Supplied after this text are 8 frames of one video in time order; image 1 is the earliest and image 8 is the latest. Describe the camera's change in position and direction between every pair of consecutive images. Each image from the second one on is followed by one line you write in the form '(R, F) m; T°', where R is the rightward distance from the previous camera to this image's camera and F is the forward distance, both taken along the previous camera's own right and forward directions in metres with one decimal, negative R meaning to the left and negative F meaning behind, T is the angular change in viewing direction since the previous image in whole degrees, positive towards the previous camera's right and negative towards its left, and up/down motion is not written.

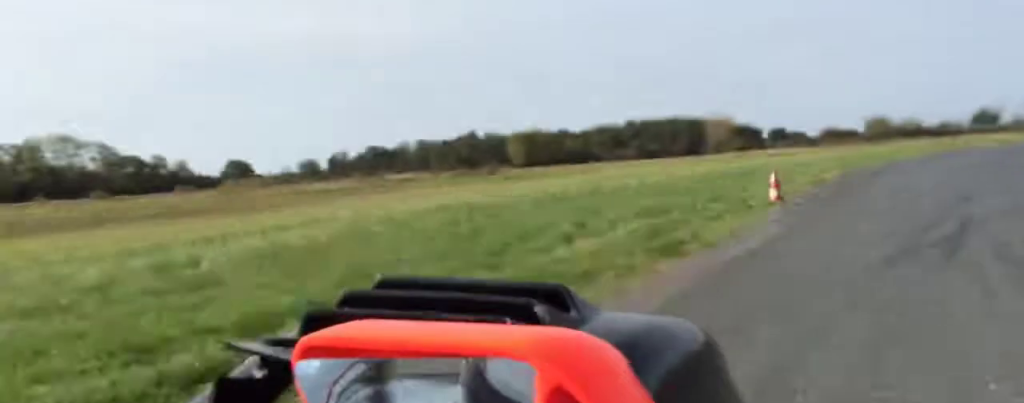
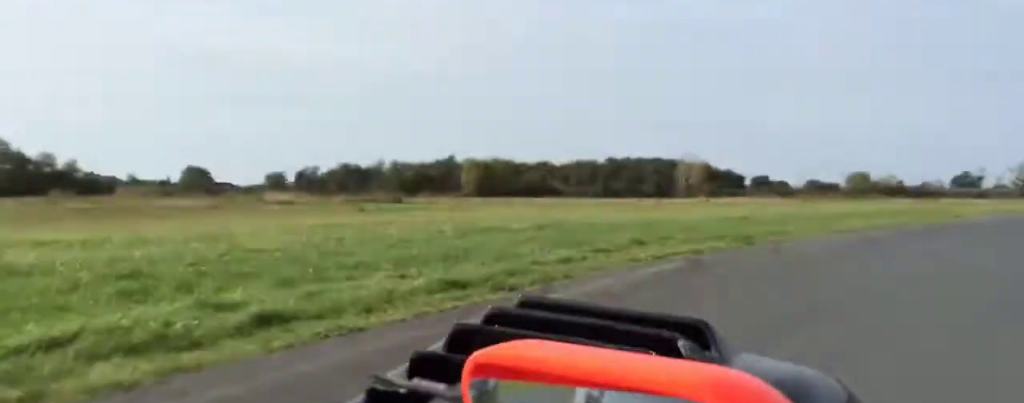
(+4.6, +22.5) m; +7°
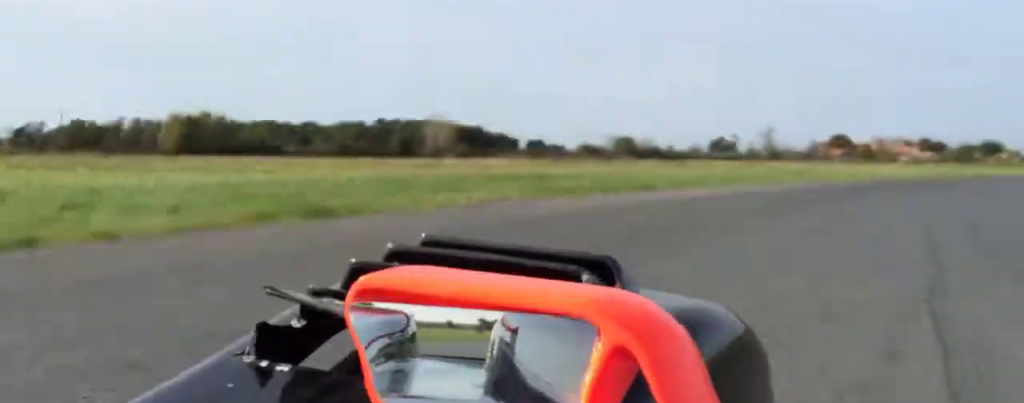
(+2.3, +29.7) m; +6°
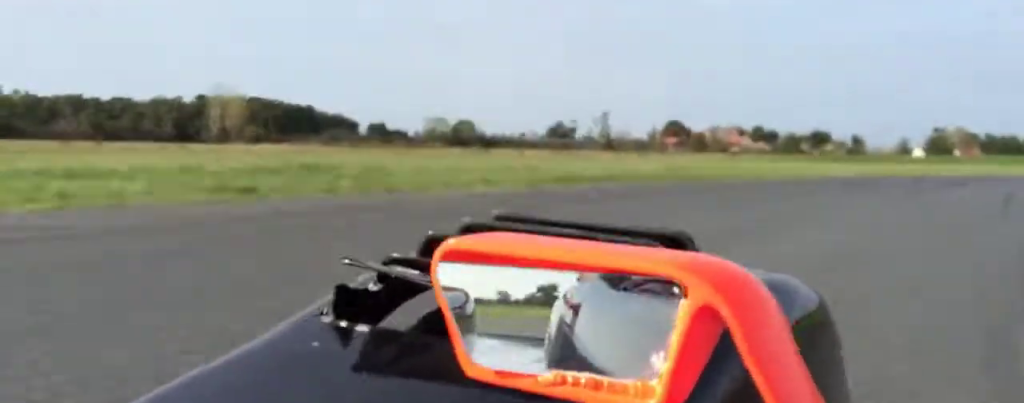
(0.0, +27.3) m; +4°
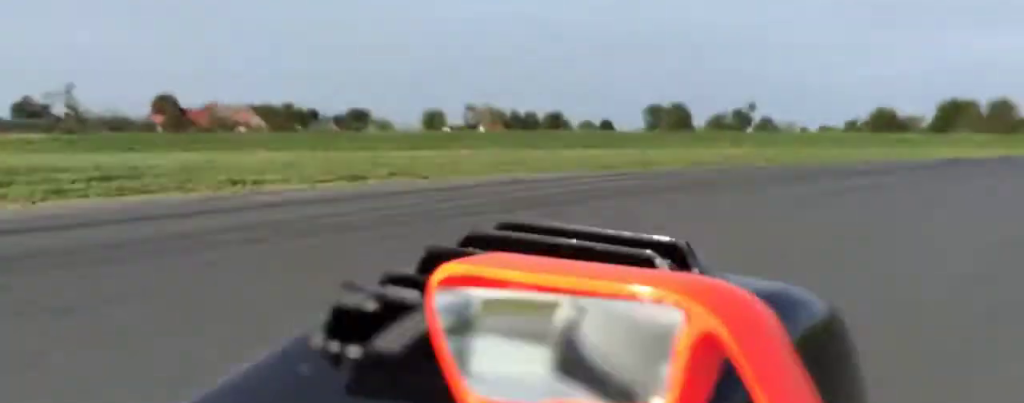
(+11.9, +50.2) m; +28°
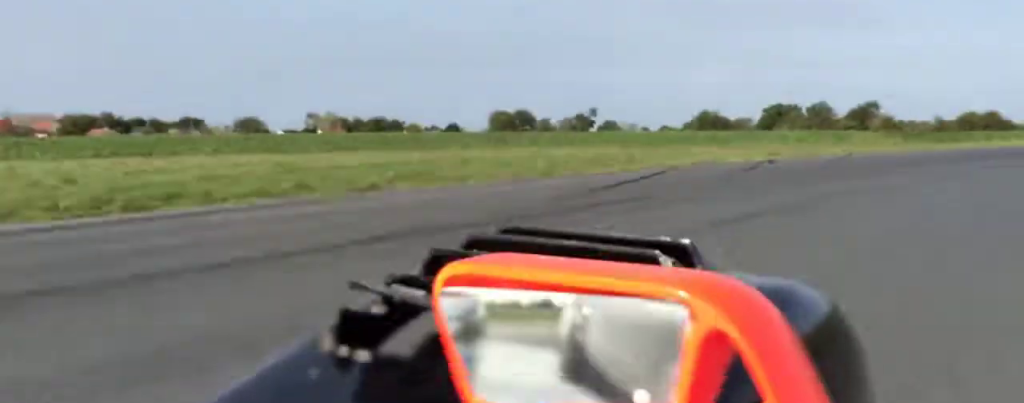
(+1.0, +16.0) m; +9°
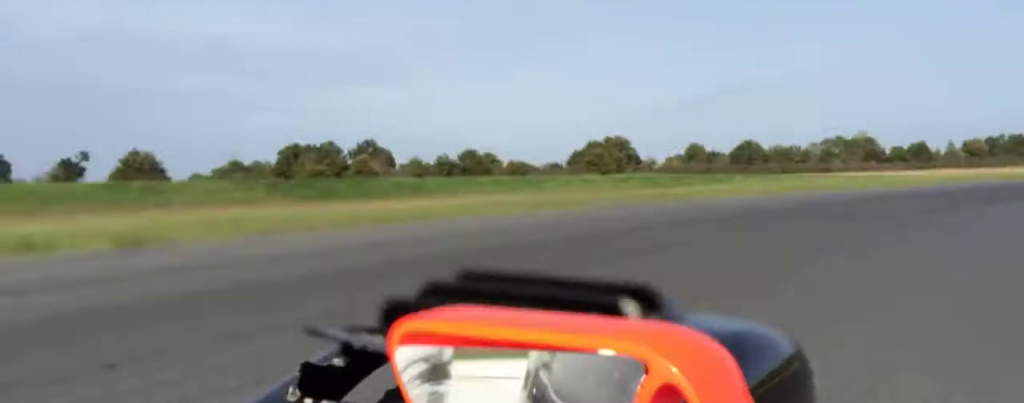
(+11.5, +40.5) m; +34°
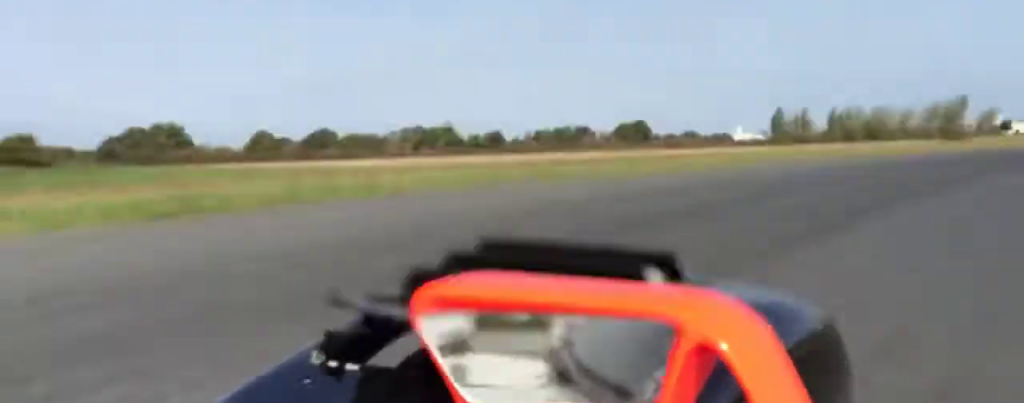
(+11.9, +49.2) m; +14°
